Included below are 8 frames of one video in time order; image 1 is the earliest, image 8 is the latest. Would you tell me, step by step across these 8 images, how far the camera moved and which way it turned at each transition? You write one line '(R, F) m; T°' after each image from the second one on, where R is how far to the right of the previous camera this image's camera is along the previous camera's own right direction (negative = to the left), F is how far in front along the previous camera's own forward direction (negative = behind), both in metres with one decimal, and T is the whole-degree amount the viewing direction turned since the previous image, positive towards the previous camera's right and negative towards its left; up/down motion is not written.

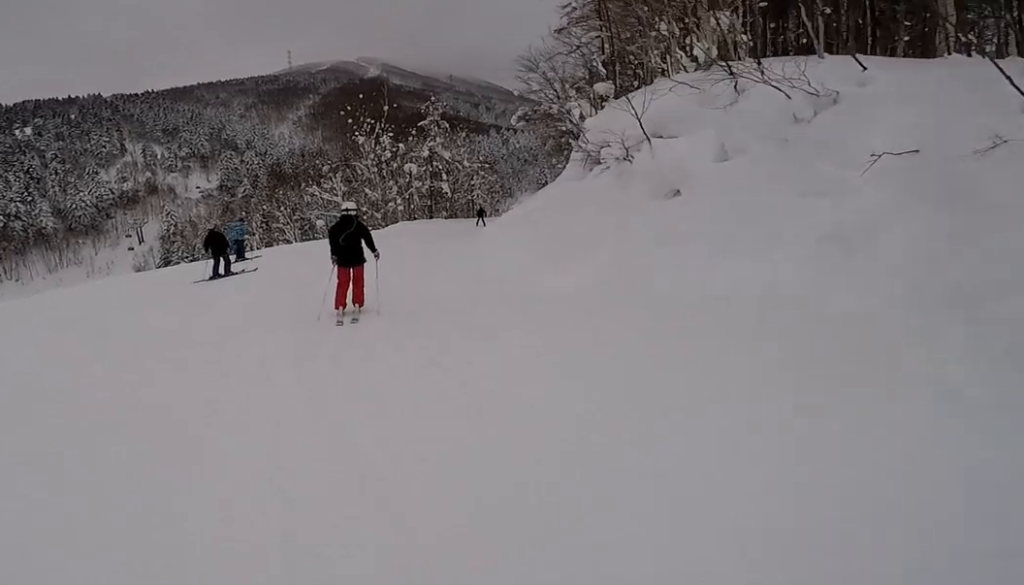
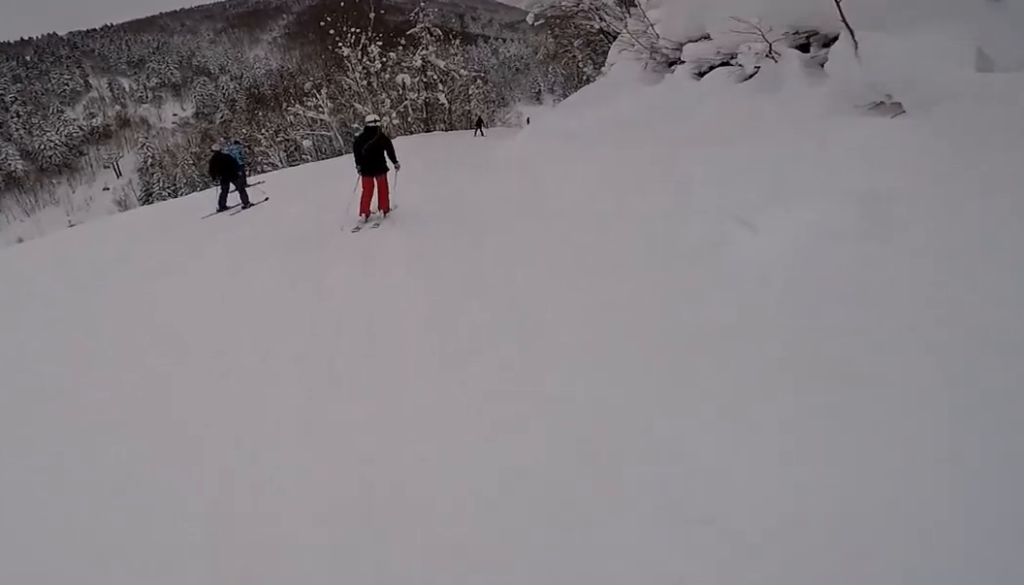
(-0.1, +3.5) m; +5°
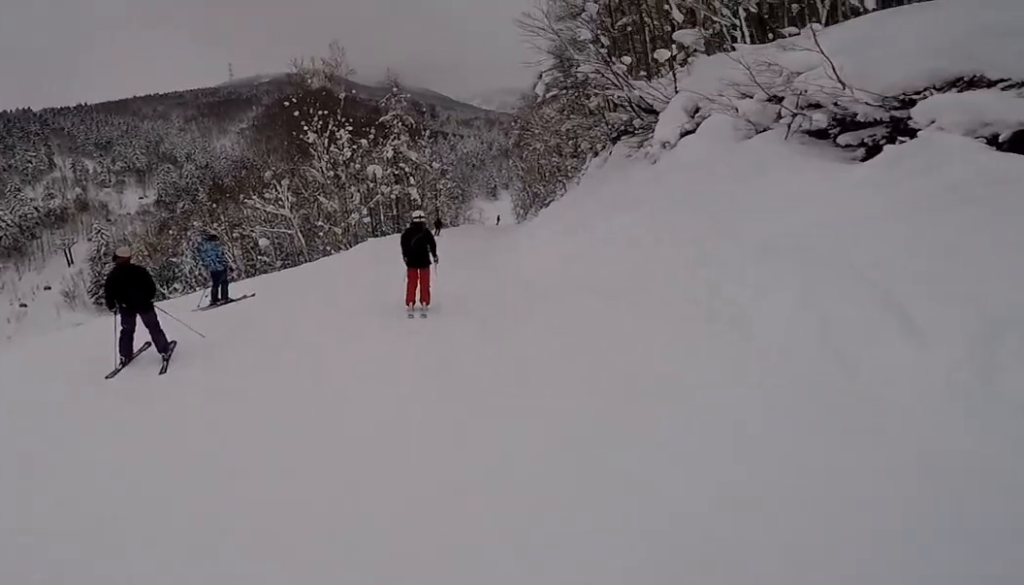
(+1.1, +7.1) m; +19°
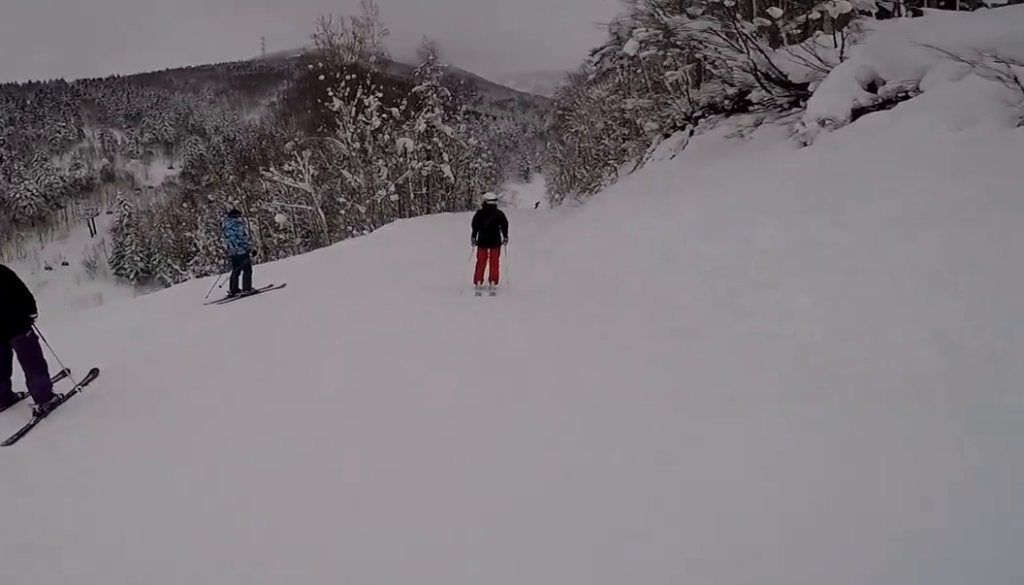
(+0.6, +4.4) m; +8°
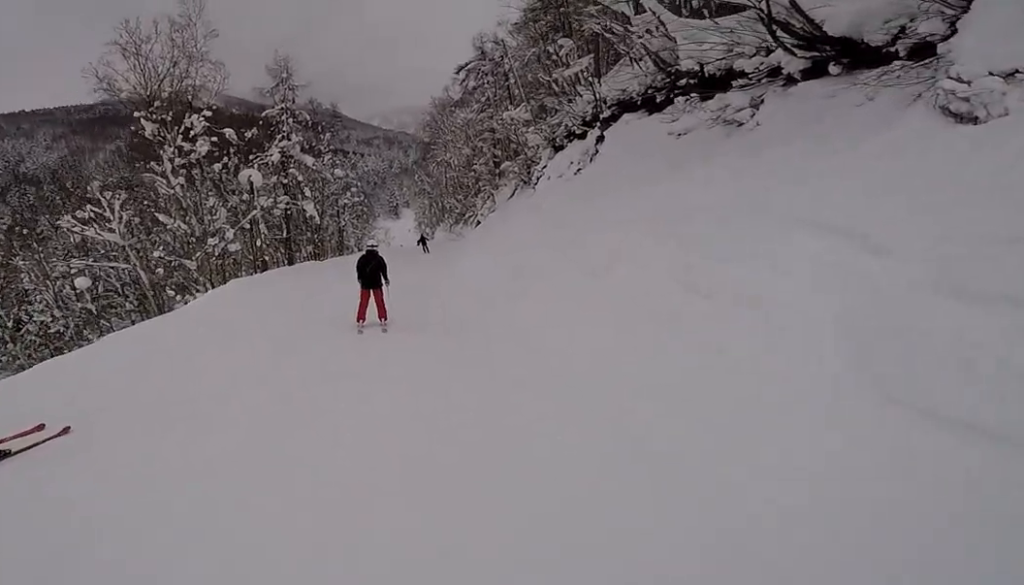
(+0.1, +7.9) m; +1°
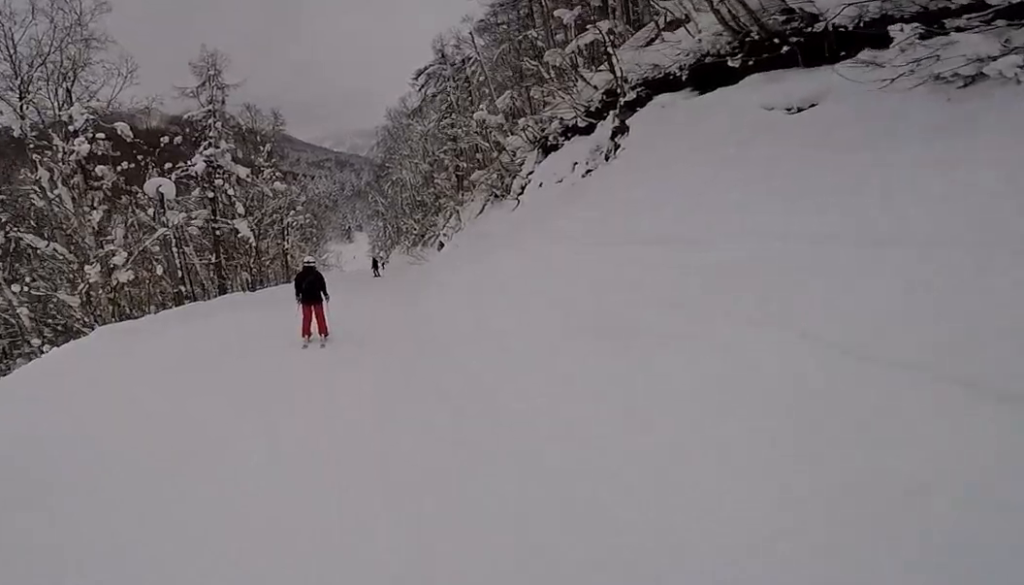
(+0.1, +6.0) m; +4°
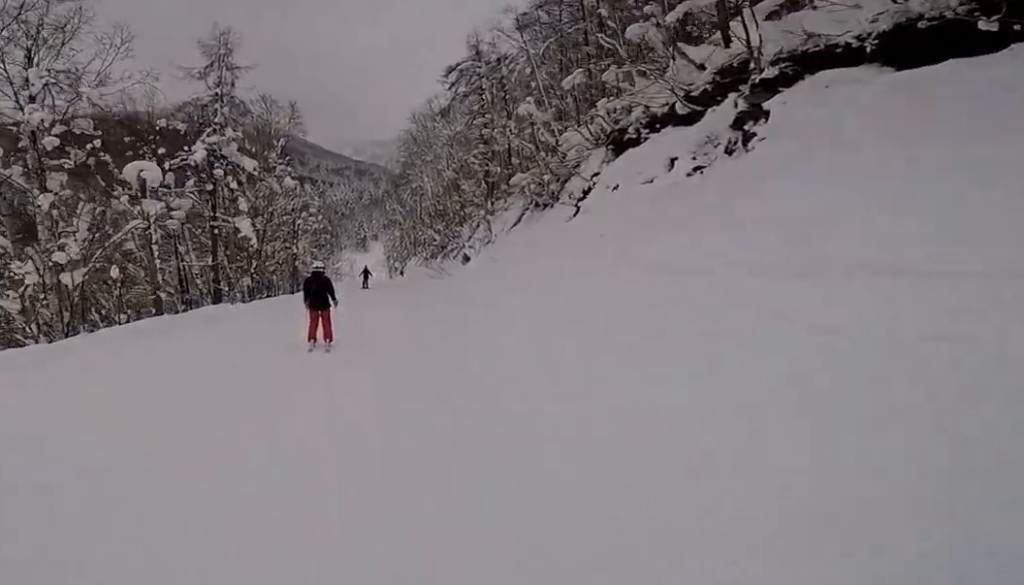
(+0.1, +4.6) m; +4°
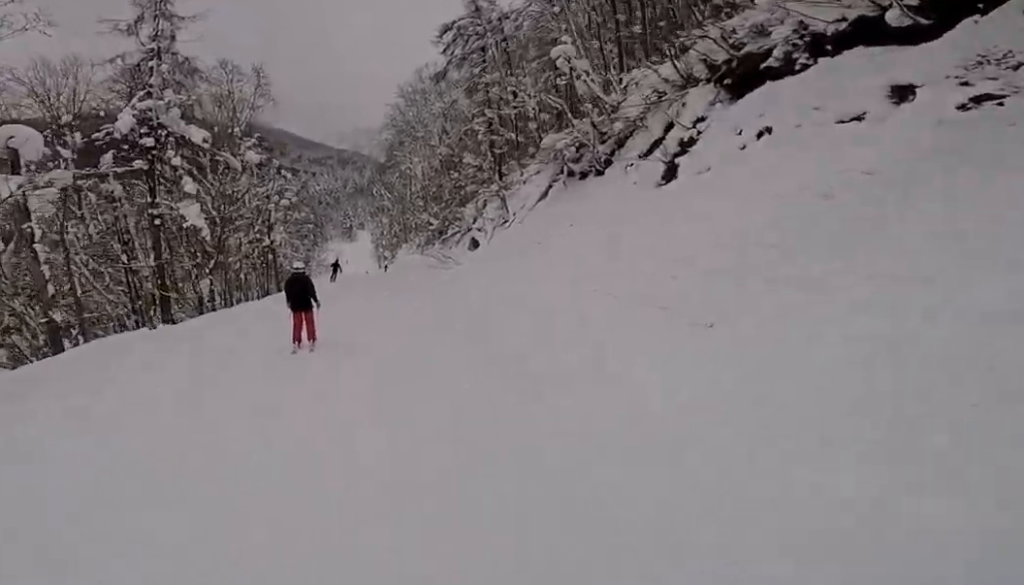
(+0.4, +6.9) m; -1°
